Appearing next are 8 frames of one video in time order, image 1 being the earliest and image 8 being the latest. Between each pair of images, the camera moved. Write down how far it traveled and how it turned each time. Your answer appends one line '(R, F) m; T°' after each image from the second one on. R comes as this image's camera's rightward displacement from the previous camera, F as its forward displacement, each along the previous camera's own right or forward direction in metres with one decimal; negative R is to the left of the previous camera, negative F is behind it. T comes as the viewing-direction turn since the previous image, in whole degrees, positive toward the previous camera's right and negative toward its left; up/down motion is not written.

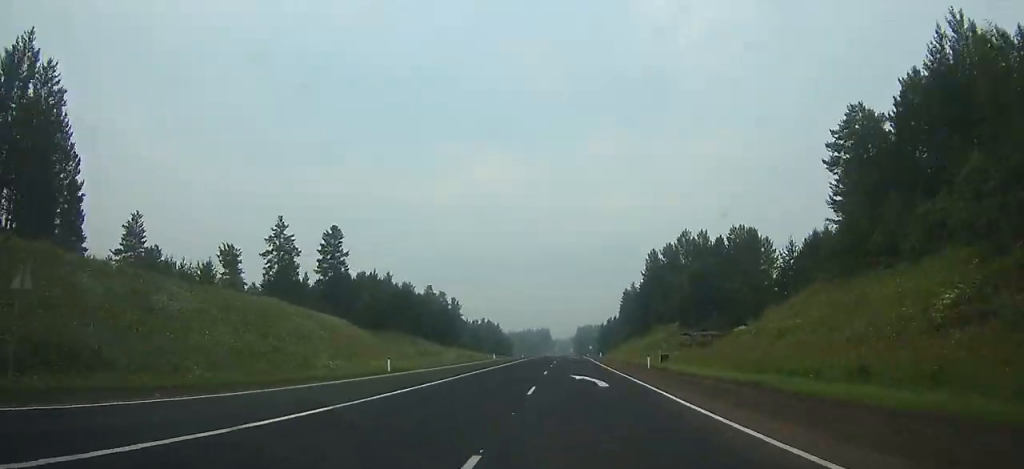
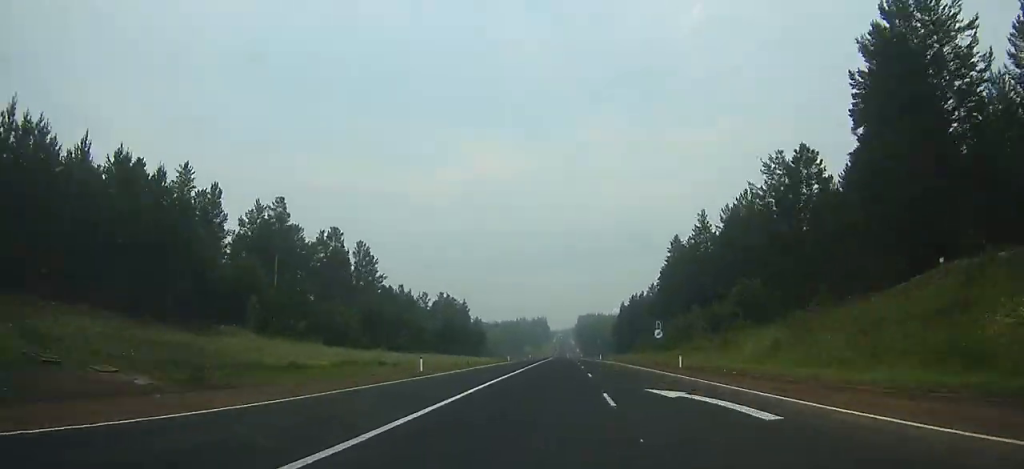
(+44.7, +62.9) m; +17°
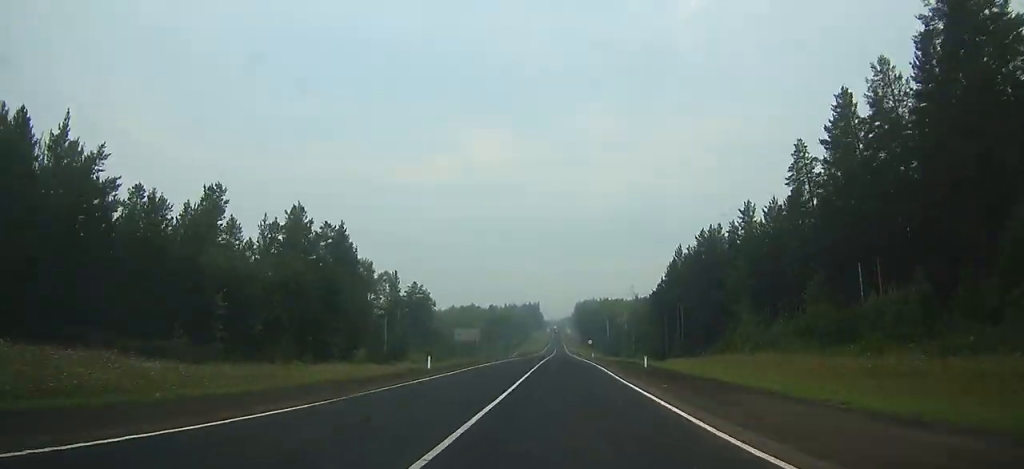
(-28.7, +98.9) m; -17°
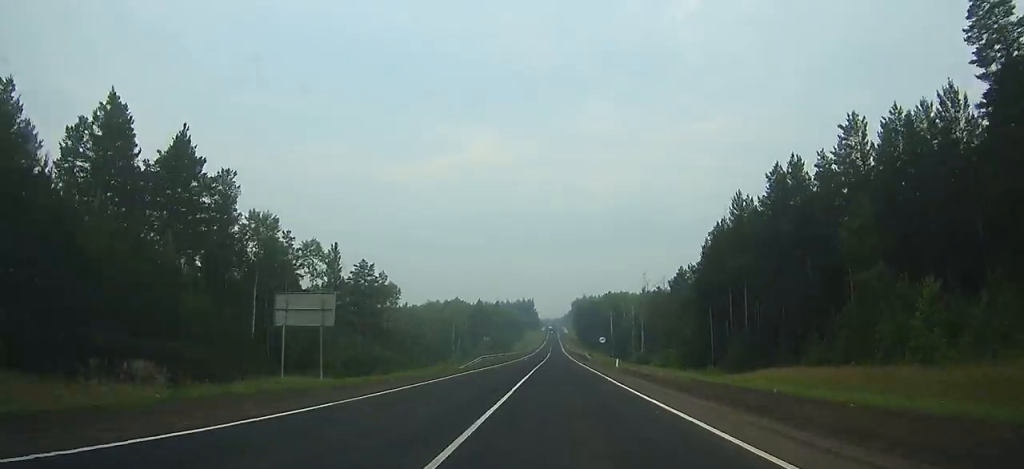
(-0.5, +36.6) m; -1°
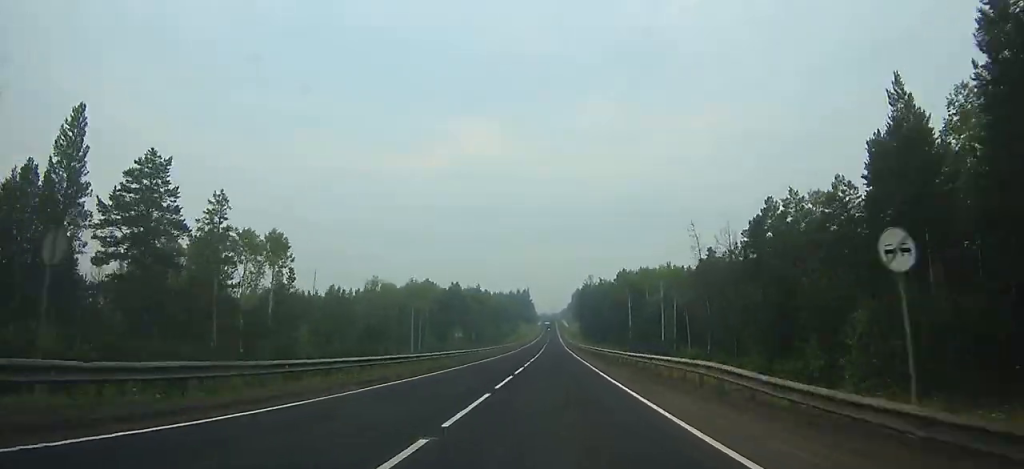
(0.0, +58.5) m; 0°
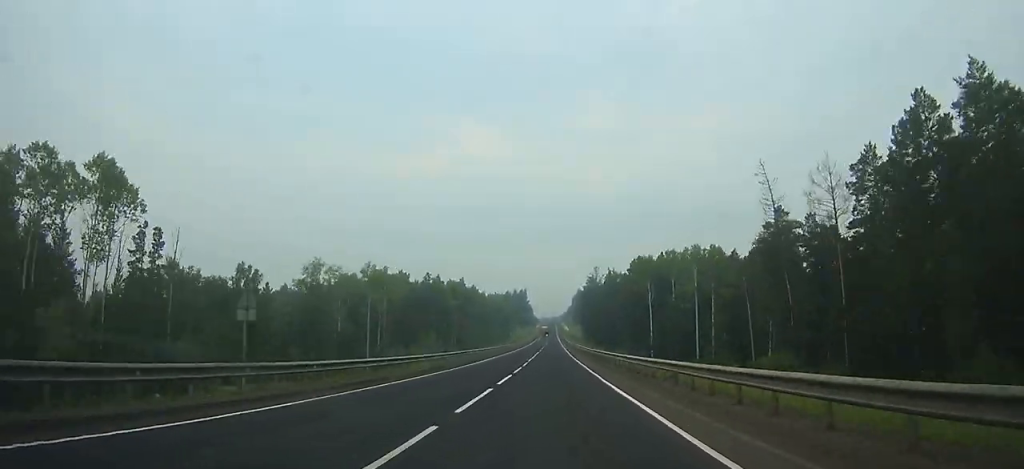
(0.0, +35.7) m; 0°
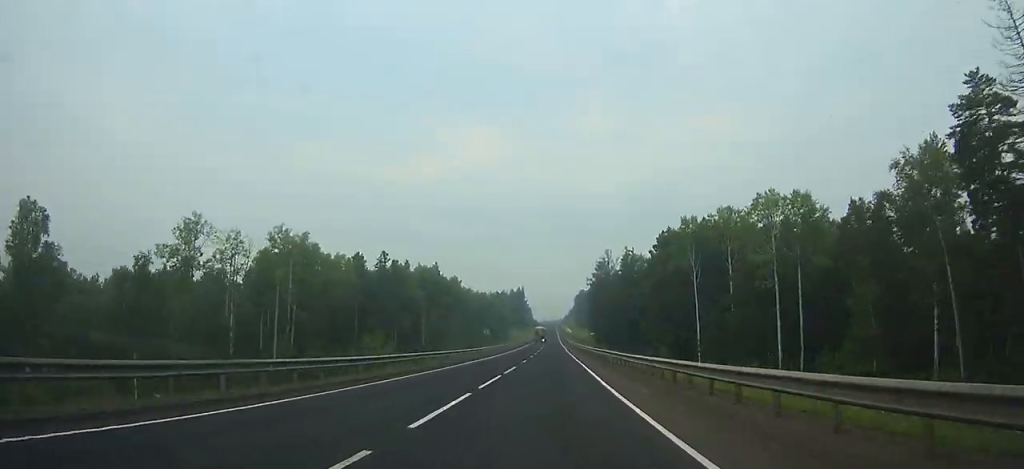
(-0.1, +40.9) m; 0°
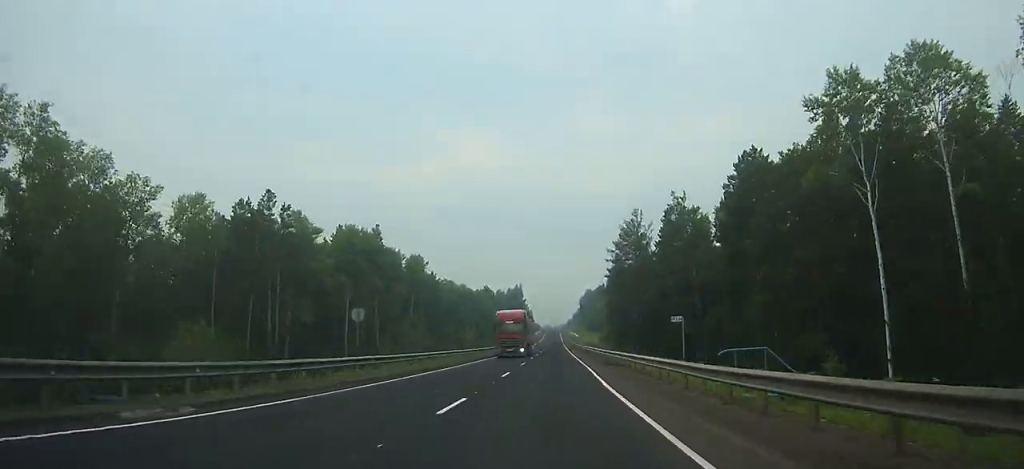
(-0.1, +50.5) m; 0°
